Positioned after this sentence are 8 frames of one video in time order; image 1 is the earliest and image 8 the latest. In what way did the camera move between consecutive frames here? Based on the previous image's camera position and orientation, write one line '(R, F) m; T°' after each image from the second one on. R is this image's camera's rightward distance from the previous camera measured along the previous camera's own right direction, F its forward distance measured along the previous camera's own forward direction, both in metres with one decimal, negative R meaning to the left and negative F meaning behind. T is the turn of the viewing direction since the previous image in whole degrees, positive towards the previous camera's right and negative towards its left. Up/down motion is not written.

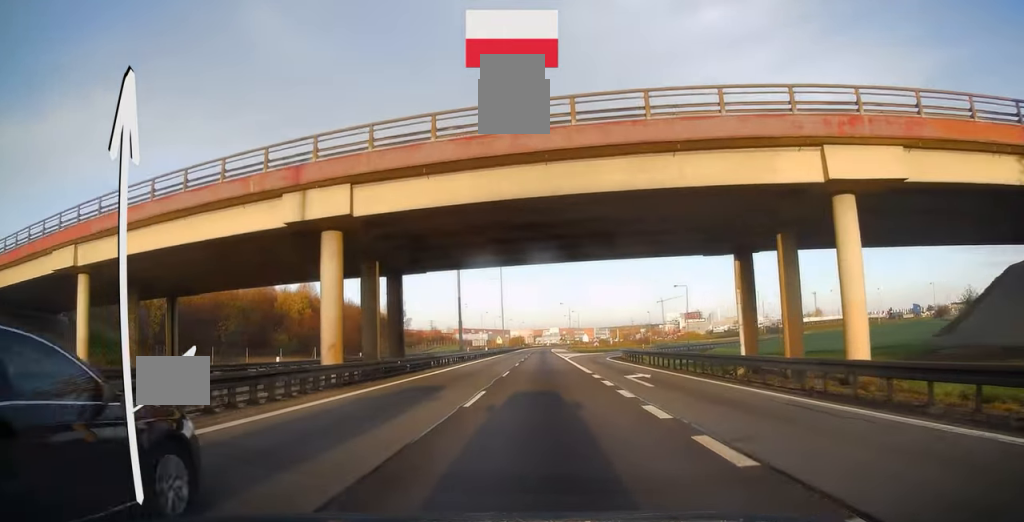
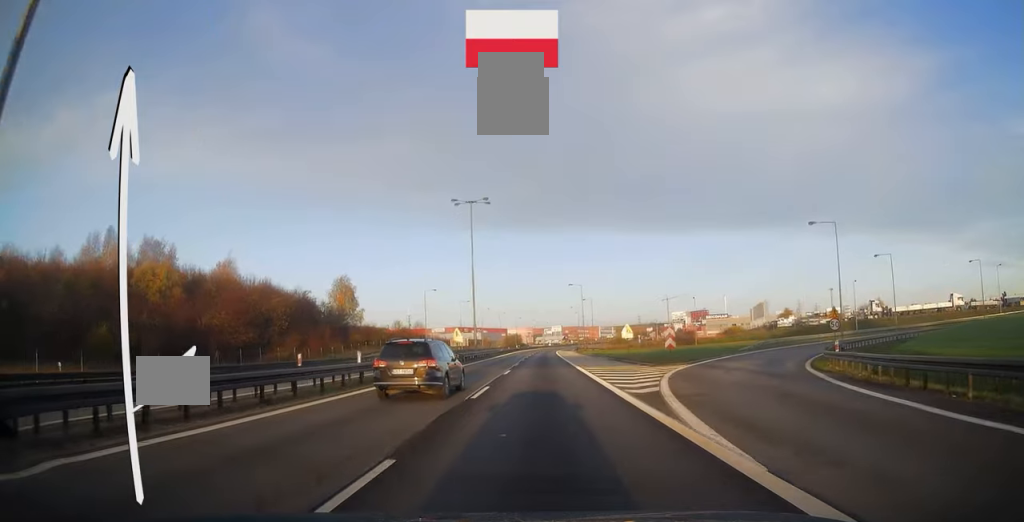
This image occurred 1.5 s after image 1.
(+0.1, +47.1) m; 0°
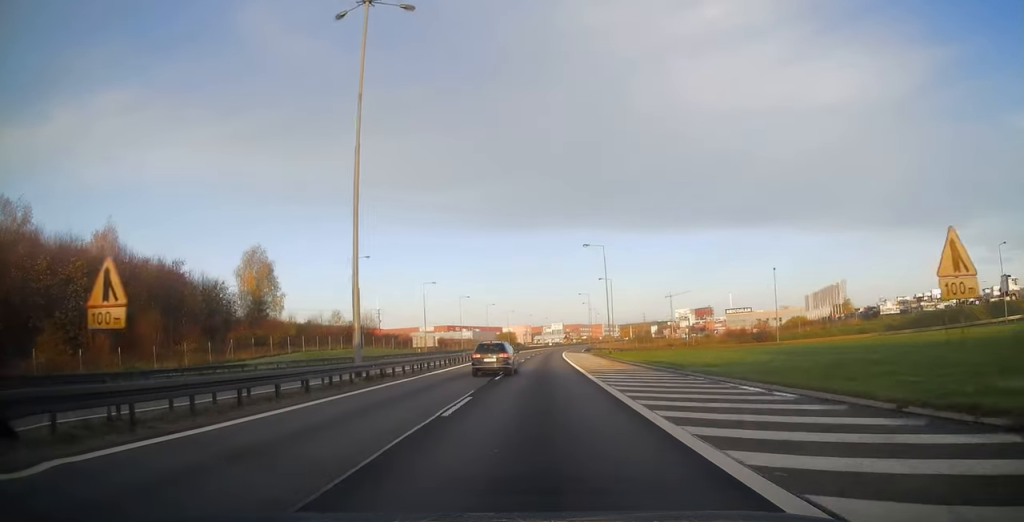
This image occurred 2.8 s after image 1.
(0.0, +40.8) m; 0°
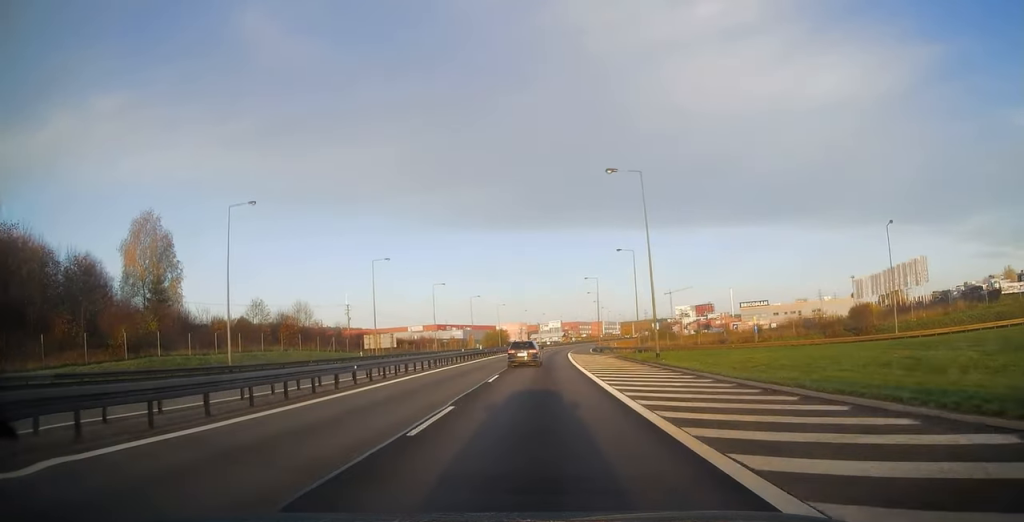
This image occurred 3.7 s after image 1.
(0.0, +27.2) m; +1°
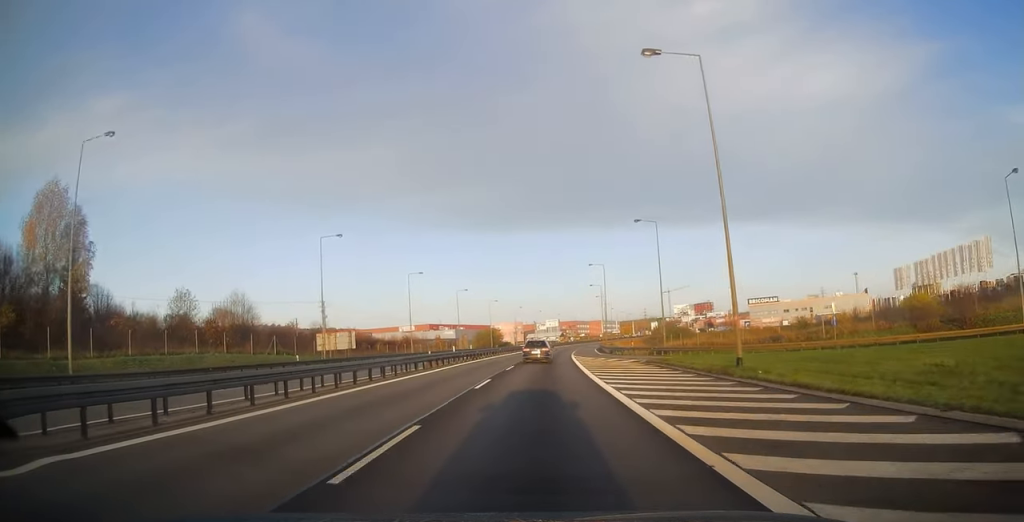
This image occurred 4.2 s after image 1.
(0.0, +15.7) m; 0°
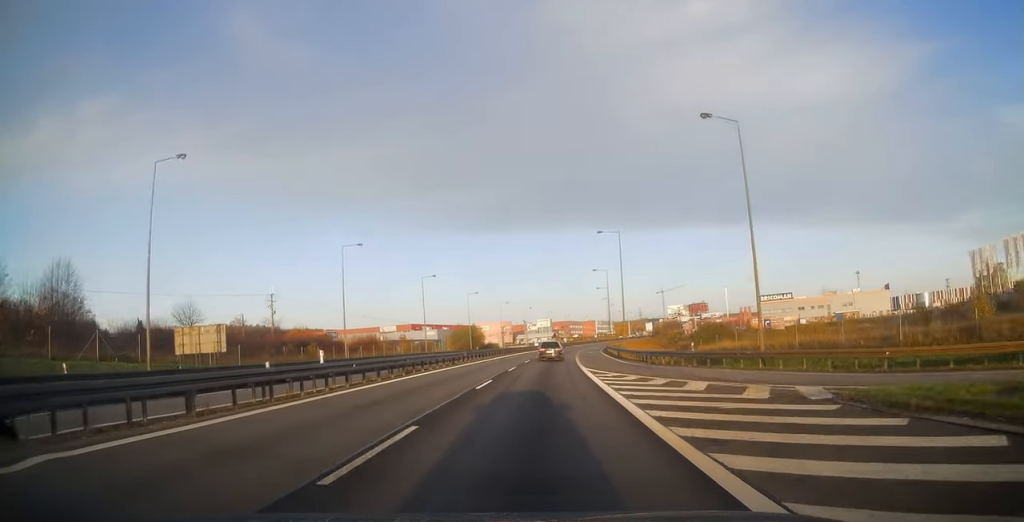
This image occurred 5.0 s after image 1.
(+0.2, +24.6) m; +1°
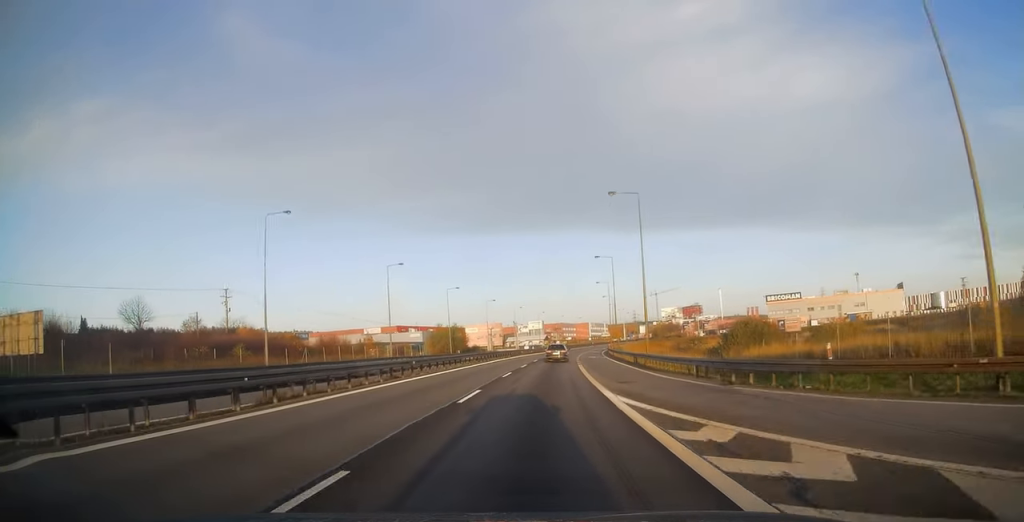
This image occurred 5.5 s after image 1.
(+0.1, +15.7) m; +1°
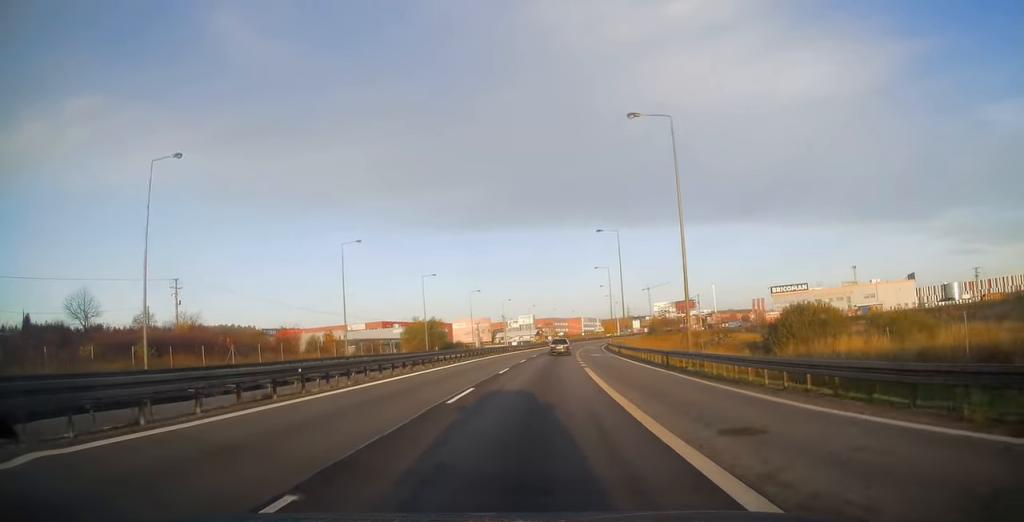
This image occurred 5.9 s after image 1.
(-0.1, +13.6) m; +1°
